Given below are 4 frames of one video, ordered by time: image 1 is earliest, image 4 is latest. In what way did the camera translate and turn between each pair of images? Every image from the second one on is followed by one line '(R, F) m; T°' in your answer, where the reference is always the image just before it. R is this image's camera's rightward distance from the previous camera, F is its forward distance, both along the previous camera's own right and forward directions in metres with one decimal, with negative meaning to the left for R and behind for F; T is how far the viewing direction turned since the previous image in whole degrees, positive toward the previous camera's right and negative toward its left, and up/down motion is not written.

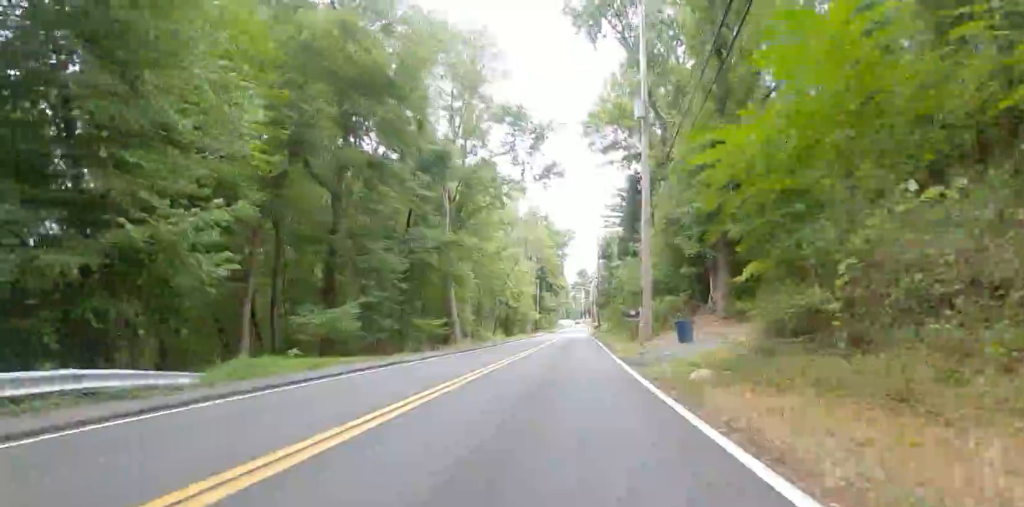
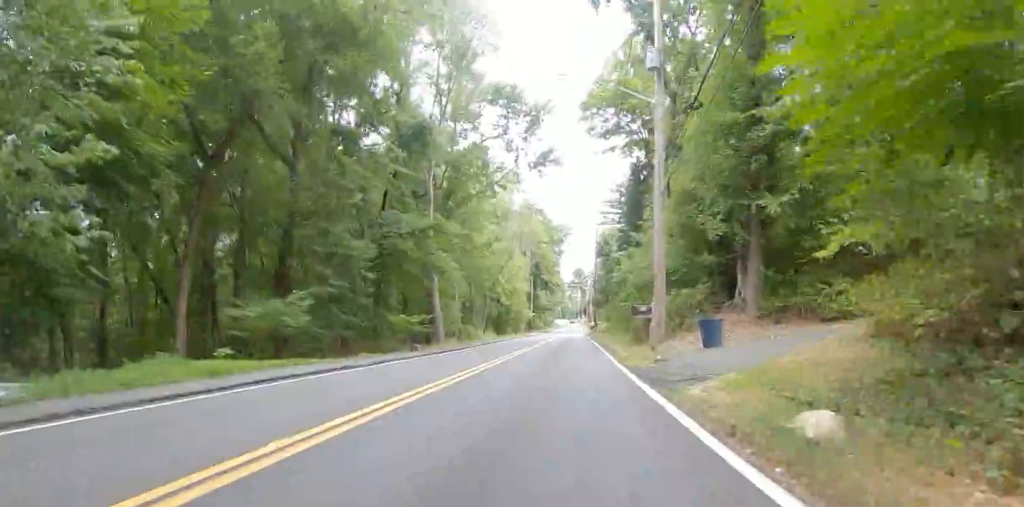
(0.0, +3.8) m; 0°
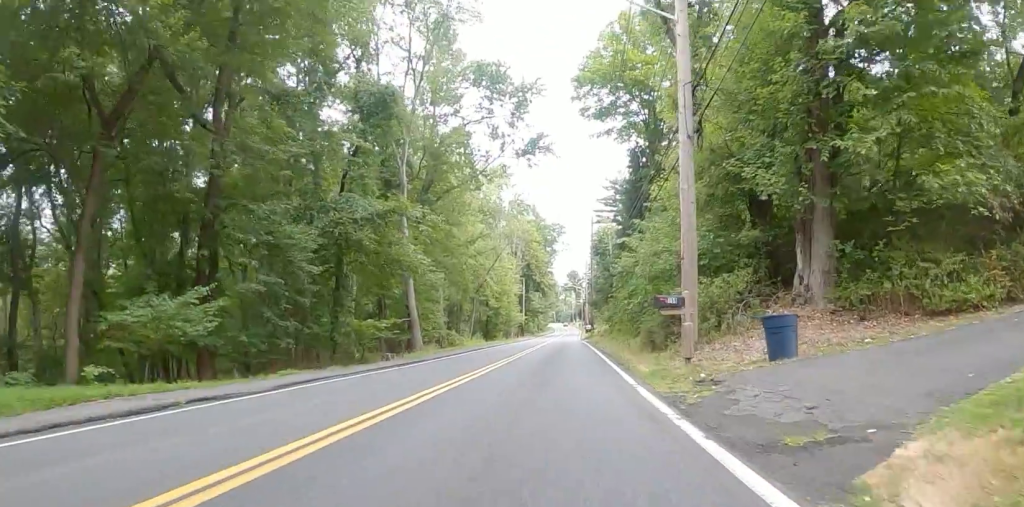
(0.0, +4.6) m; 0°
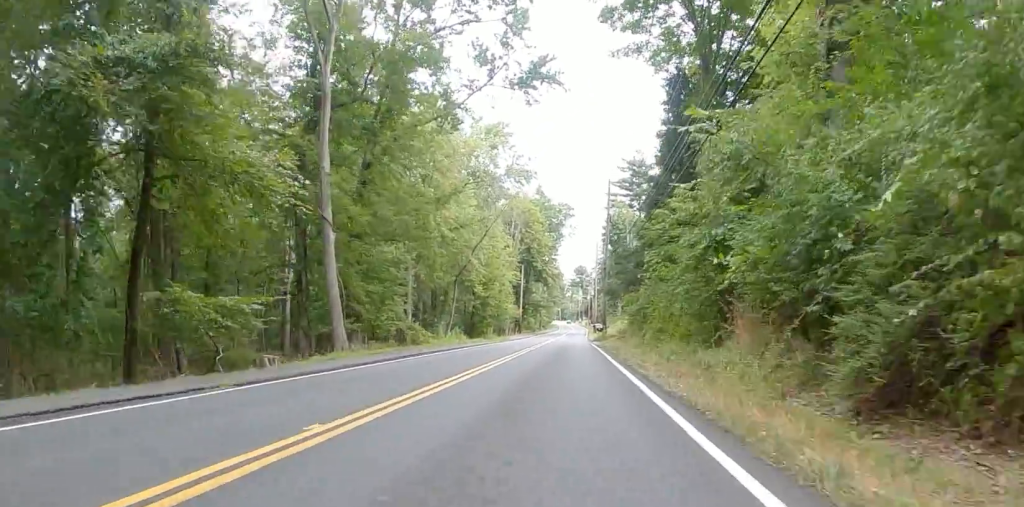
(-0.7, +12.6) m; -7°
